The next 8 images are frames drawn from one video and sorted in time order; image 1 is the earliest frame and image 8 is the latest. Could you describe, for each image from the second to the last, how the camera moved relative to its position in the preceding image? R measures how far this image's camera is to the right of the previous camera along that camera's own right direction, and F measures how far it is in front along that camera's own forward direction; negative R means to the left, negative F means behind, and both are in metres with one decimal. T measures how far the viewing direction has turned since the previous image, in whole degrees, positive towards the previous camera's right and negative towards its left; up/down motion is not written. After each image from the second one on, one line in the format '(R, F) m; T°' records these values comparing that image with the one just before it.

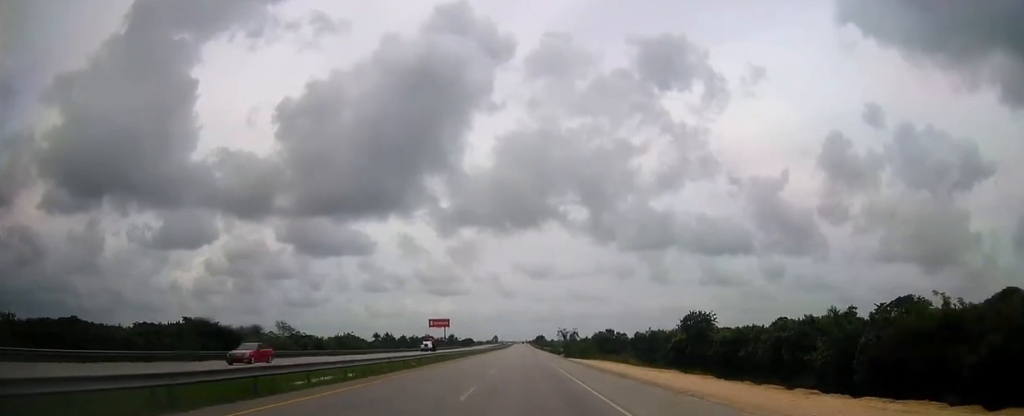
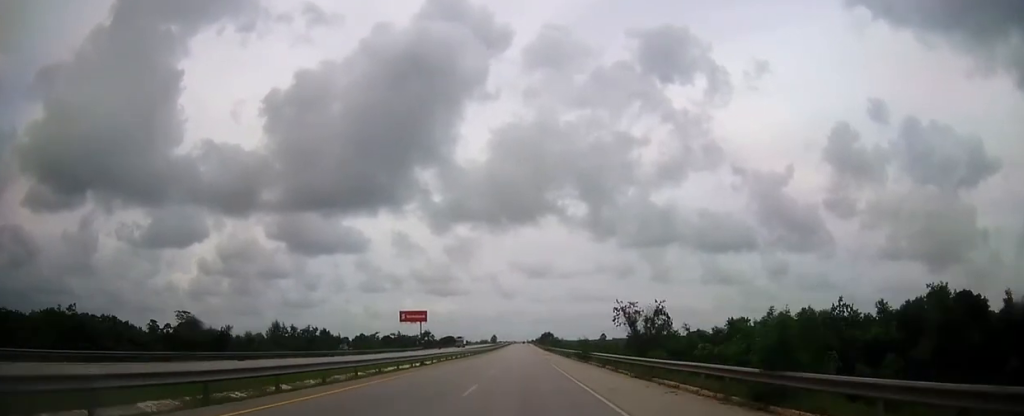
(0.0, +107.5) m; 0°
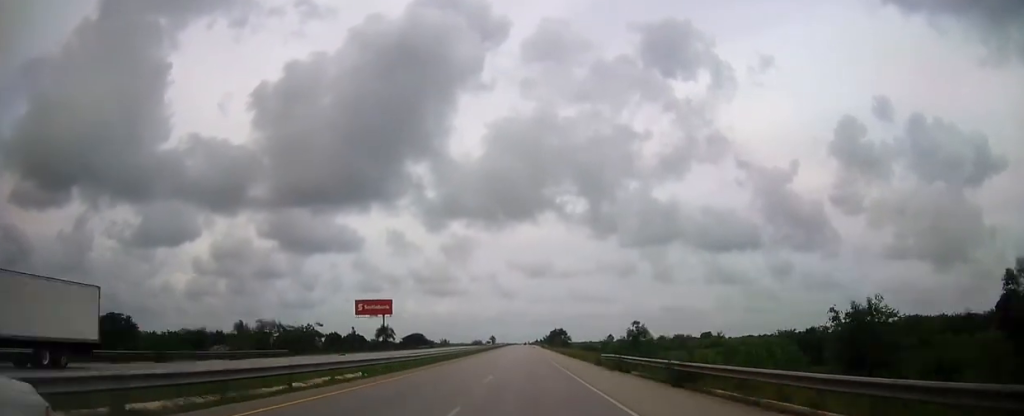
(-0.1, +91.2) m; 0°
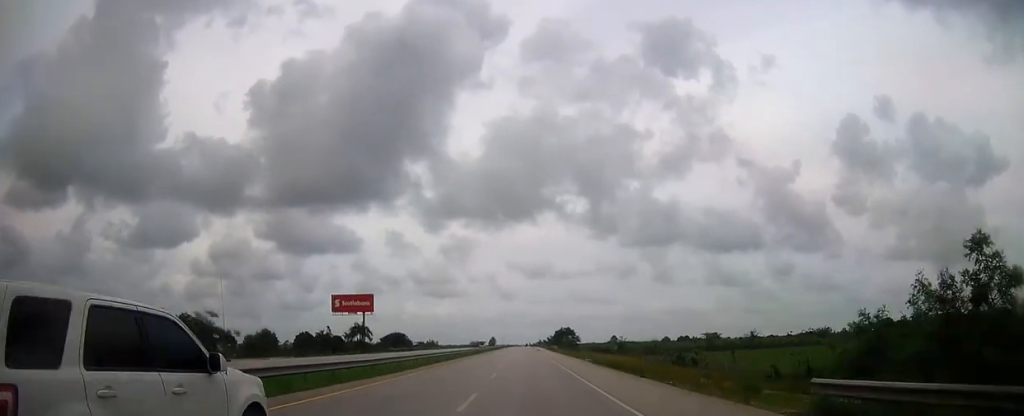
(0.0, +32.9) m; 0°
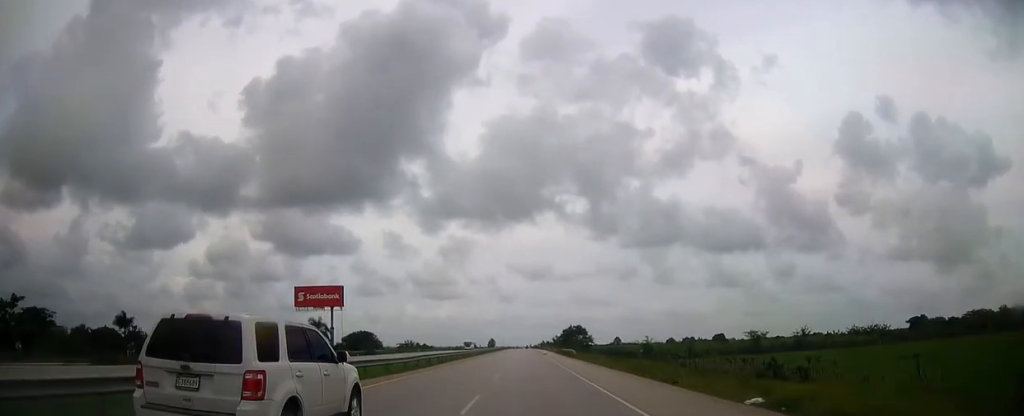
(0.0, +35.8) m; 0°
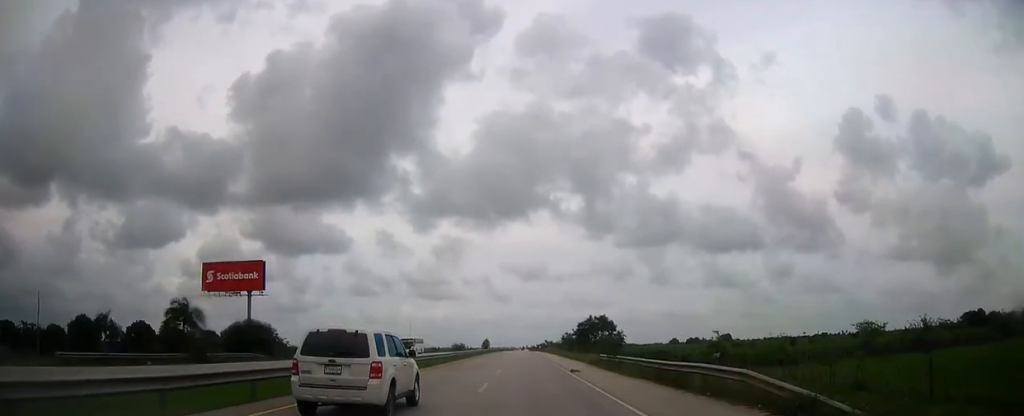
(0.0, +53.8) m; 0°
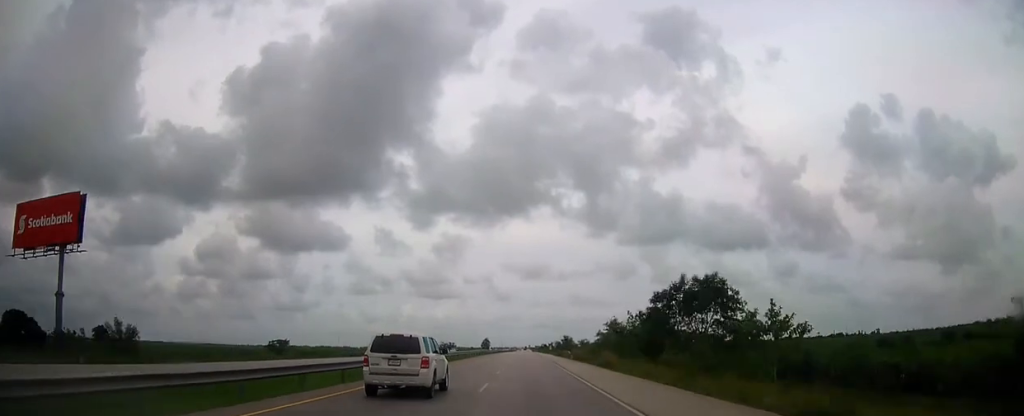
(+0.1, +60.8) m; 0°
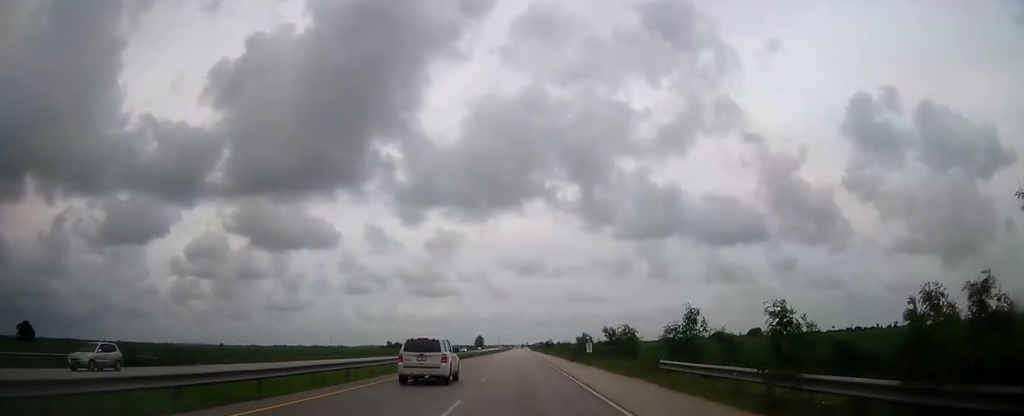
(0.0, +78.3) m; 0°
